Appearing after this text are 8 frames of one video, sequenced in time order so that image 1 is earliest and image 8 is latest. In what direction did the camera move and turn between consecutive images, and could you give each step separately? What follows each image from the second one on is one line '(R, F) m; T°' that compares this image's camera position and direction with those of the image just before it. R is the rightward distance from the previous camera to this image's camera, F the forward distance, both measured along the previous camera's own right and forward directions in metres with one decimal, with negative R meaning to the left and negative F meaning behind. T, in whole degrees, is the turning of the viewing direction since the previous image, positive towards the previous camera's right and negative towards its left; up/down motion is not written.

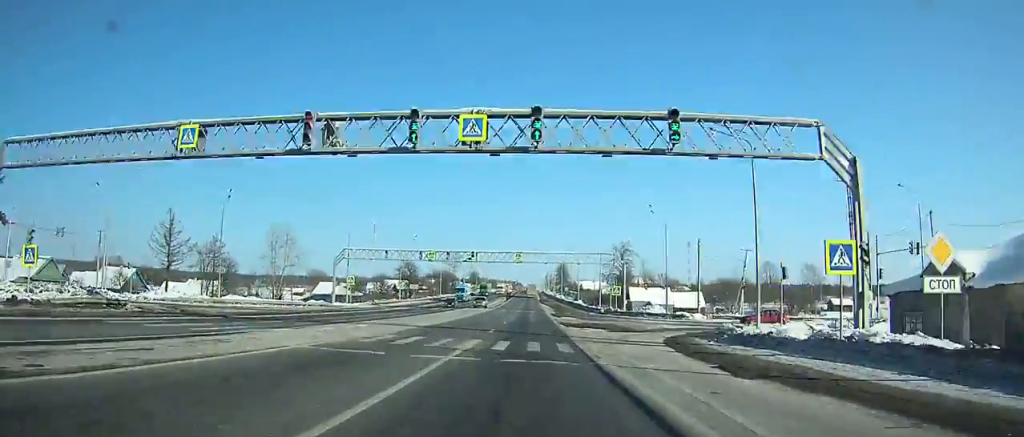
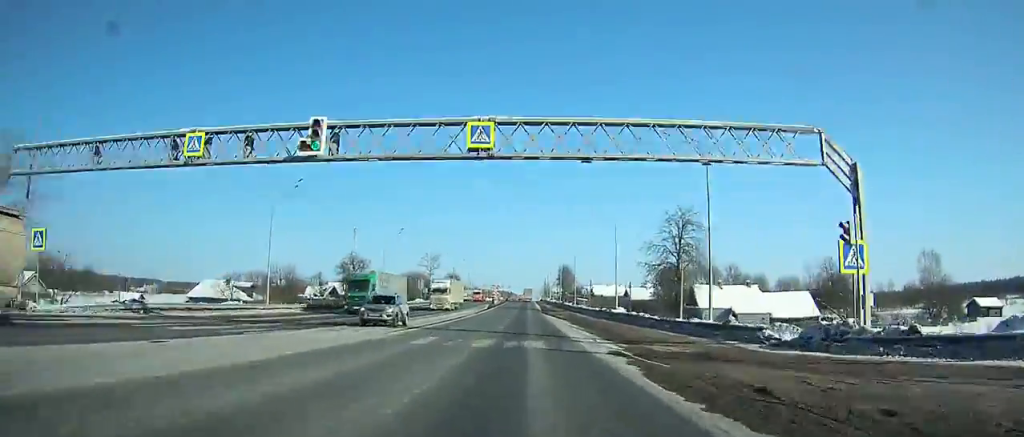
(+0.4, +56.1) m; +1°
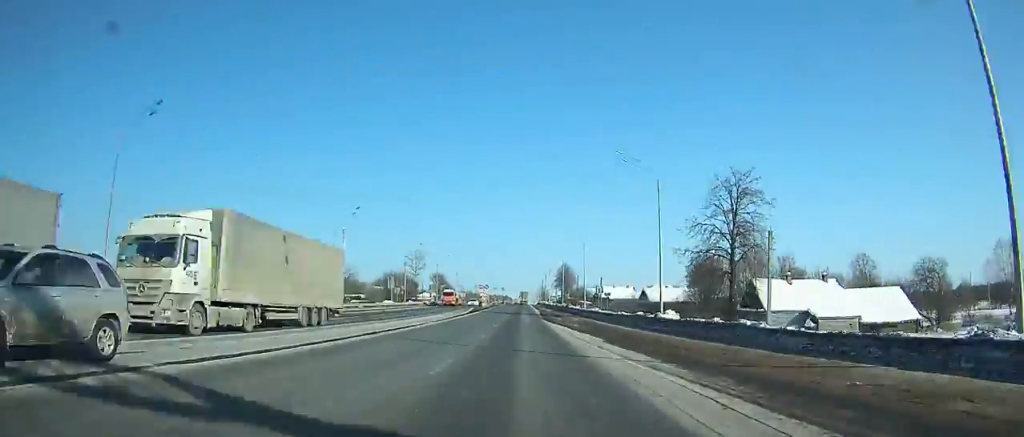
(+0.1, +23.5) m; 0°
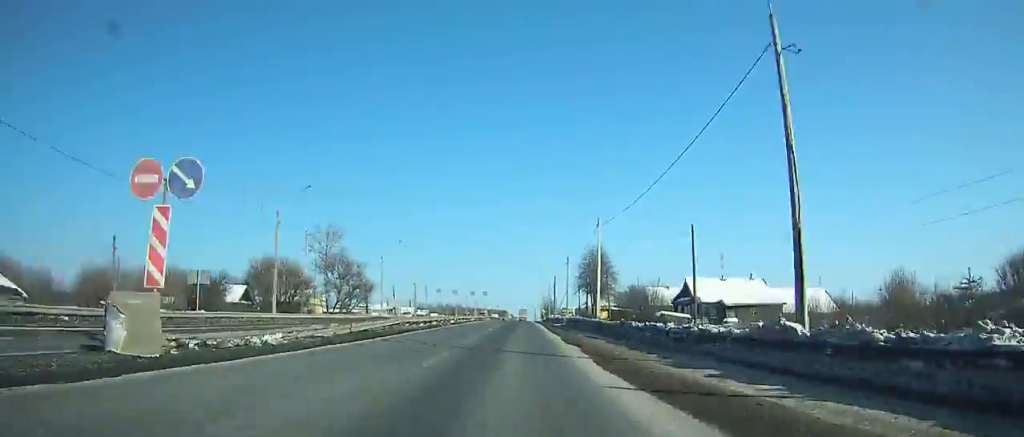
(+0.1, +93.1) m; 0°
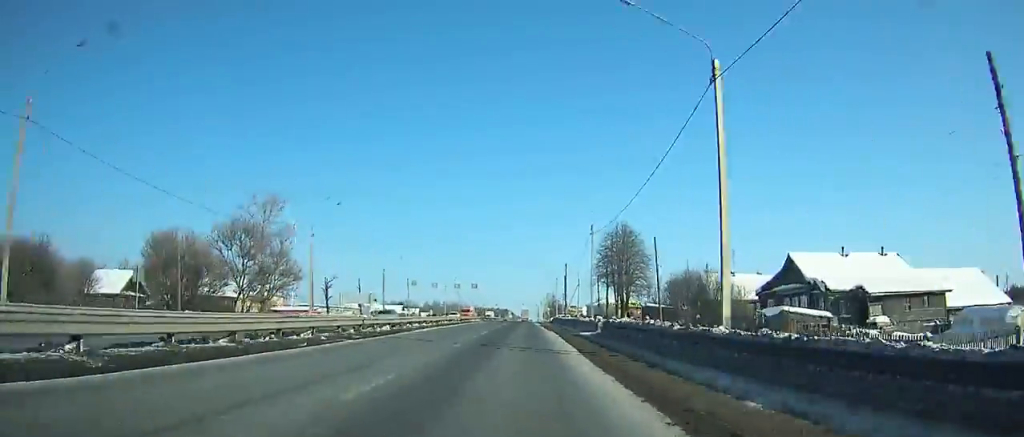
(0.0, +29.5) m; 0°
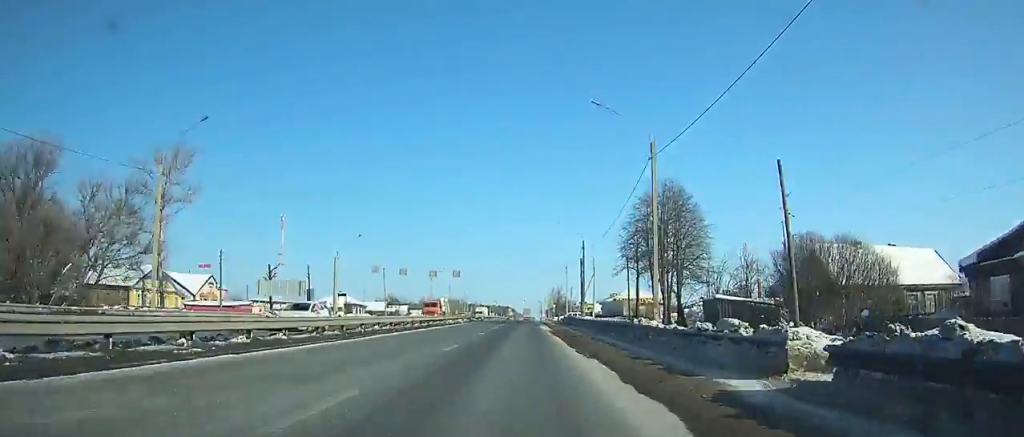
(0.0, +26.1) m; 0°
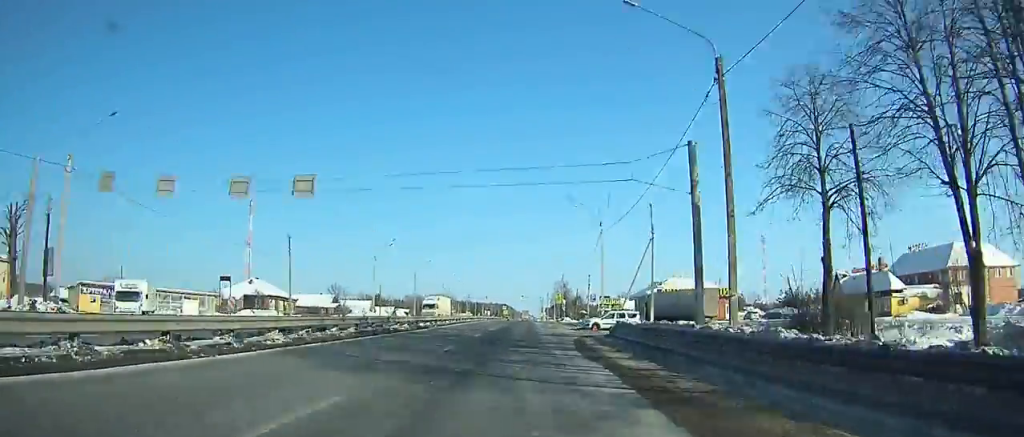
(0.0, +48.8) m; 0°
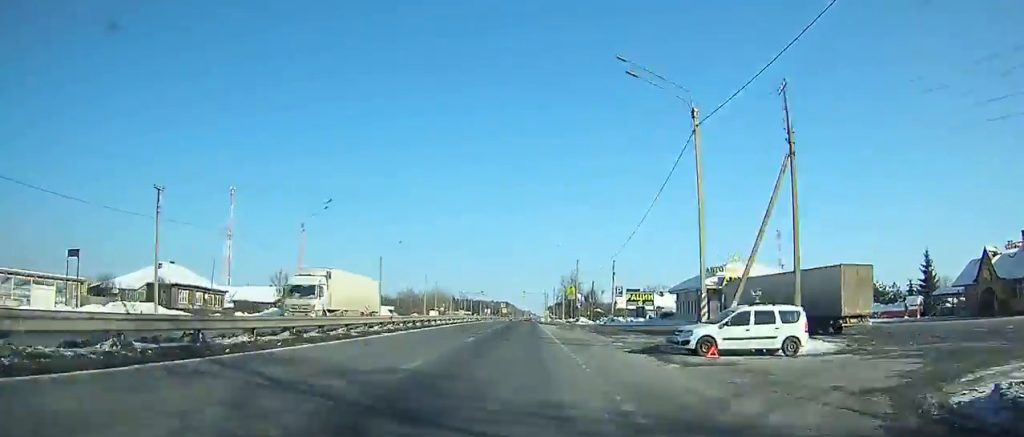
(0.0, +29.3) m; 0°
